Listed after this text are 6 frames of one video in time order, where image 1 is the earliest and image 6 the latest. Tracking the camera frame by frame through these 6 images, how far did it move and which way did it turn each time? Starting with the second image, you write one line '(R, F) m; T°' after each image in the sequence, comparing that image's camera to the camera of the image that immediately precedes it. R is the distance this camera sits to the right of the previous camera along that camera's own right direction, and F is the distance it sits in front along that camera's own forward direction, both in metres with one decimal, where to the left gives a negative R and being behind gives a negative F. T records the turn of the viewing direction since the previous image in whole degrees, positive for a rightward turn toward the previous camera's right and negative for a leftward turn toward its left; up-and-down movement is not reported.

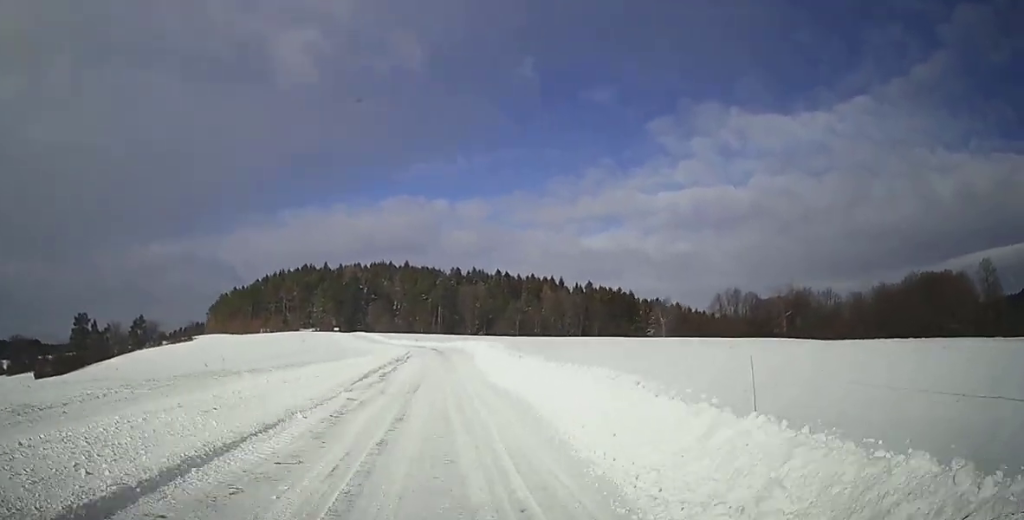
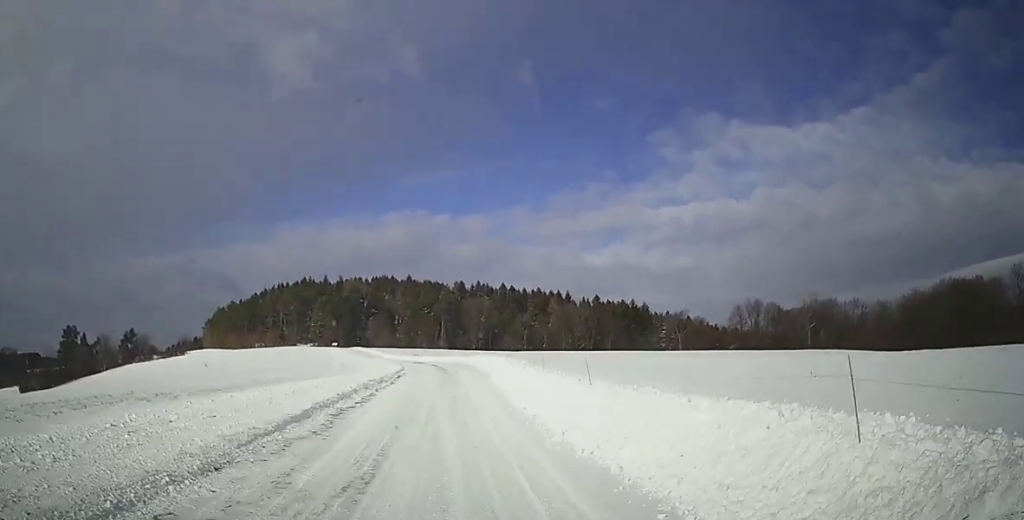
(0.0, +11.4) m; 0°
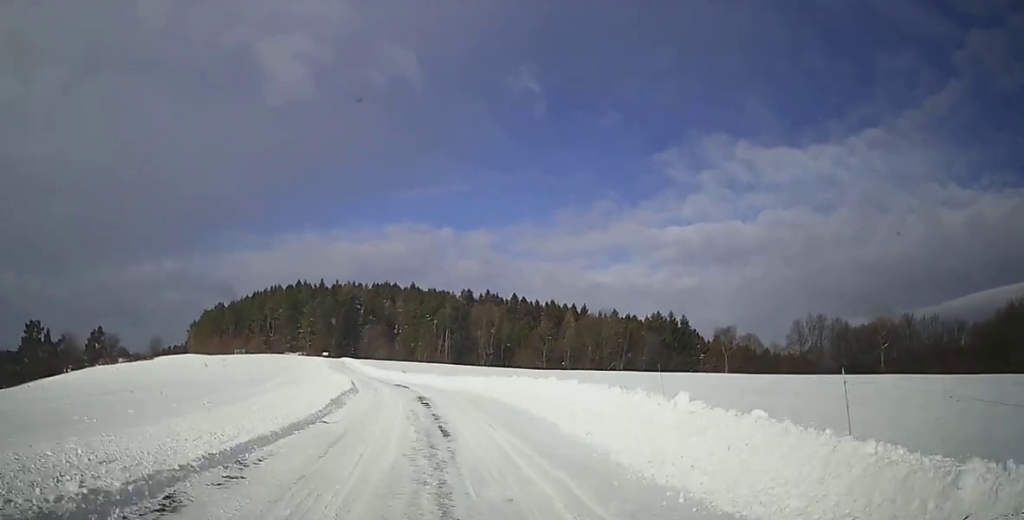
(0.0, +29.7) m; 0°
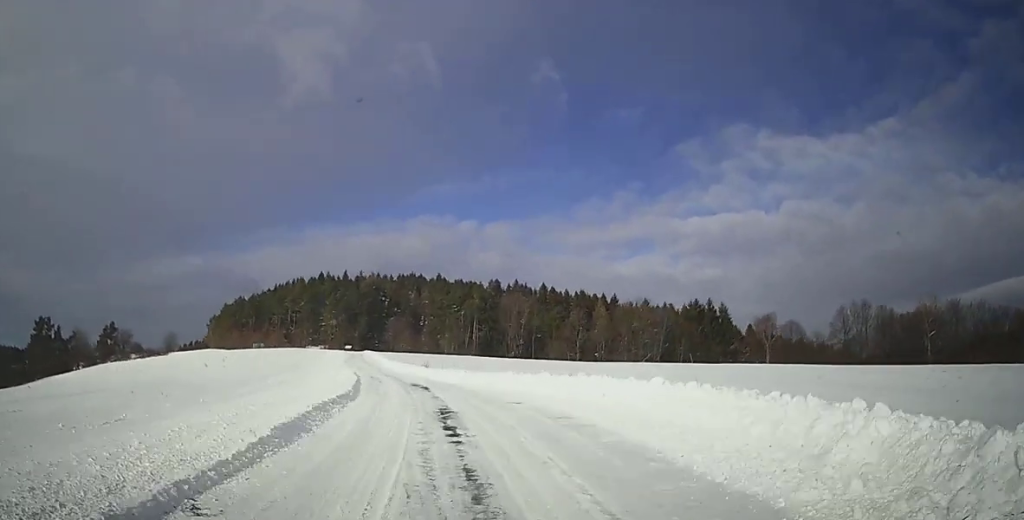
(0.0, +8.7) m; 0°
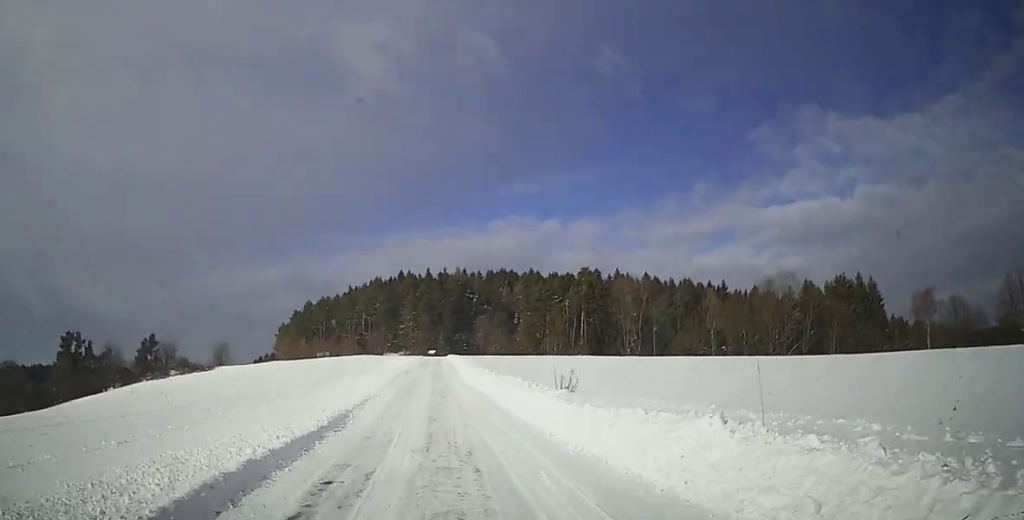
(-0.1, +31.8) m; -2°
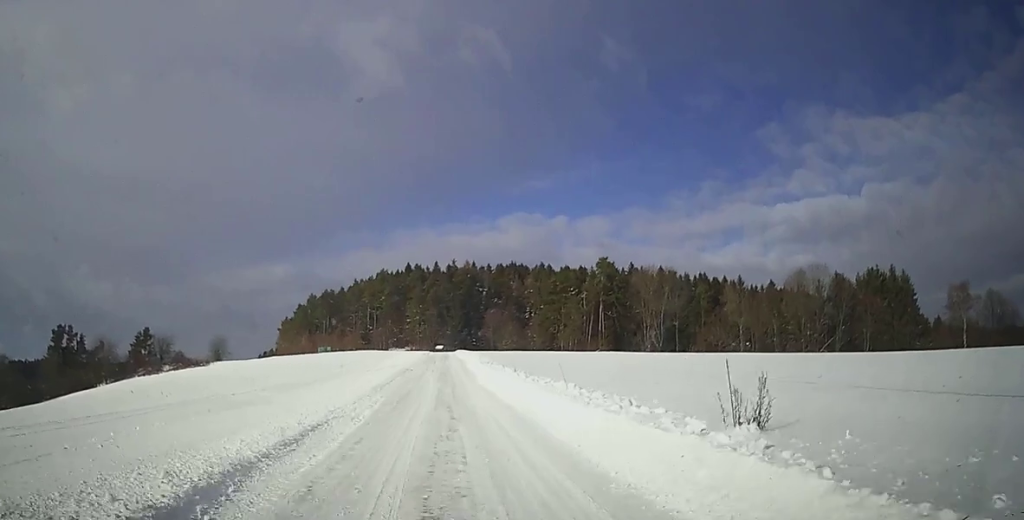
(-0.2, +9.6) m; -1°
